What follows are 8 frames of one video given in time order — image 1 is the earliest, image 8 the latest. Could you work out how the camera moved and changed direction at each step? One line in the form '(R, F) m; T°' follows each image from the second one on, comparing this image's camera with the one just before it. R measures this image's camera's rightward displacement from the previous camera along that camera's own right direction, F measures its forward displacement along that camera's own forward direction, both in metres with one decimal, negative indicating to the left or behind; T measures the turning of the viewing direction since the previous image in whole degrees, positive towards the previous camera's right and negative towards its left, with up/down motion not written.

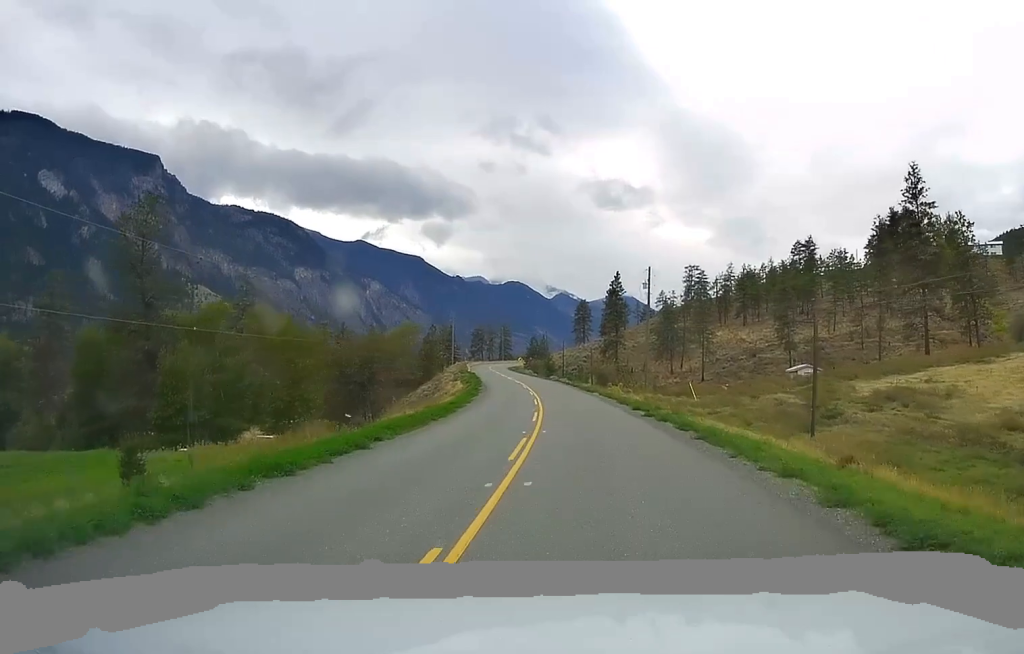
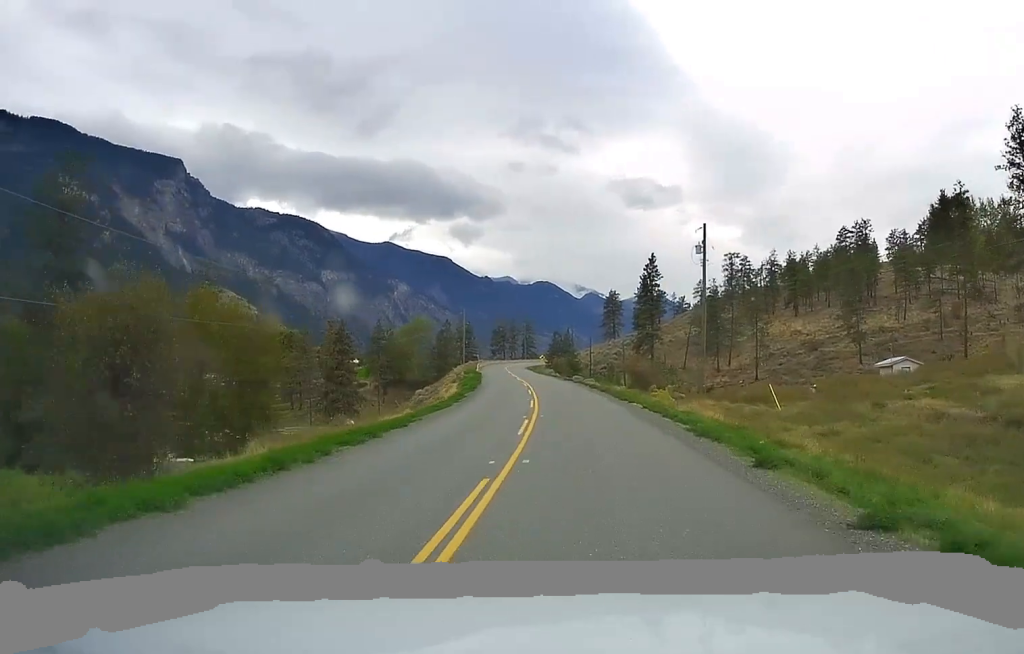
(+0.5, +21.6) m; -3°
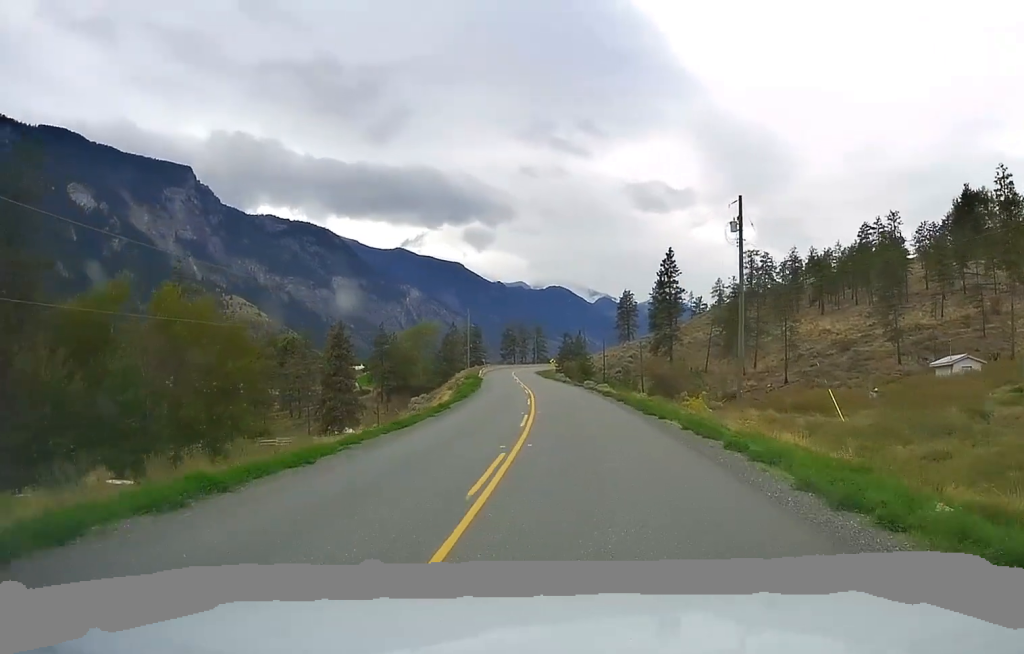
(-0.7, +9.7) m; -1°
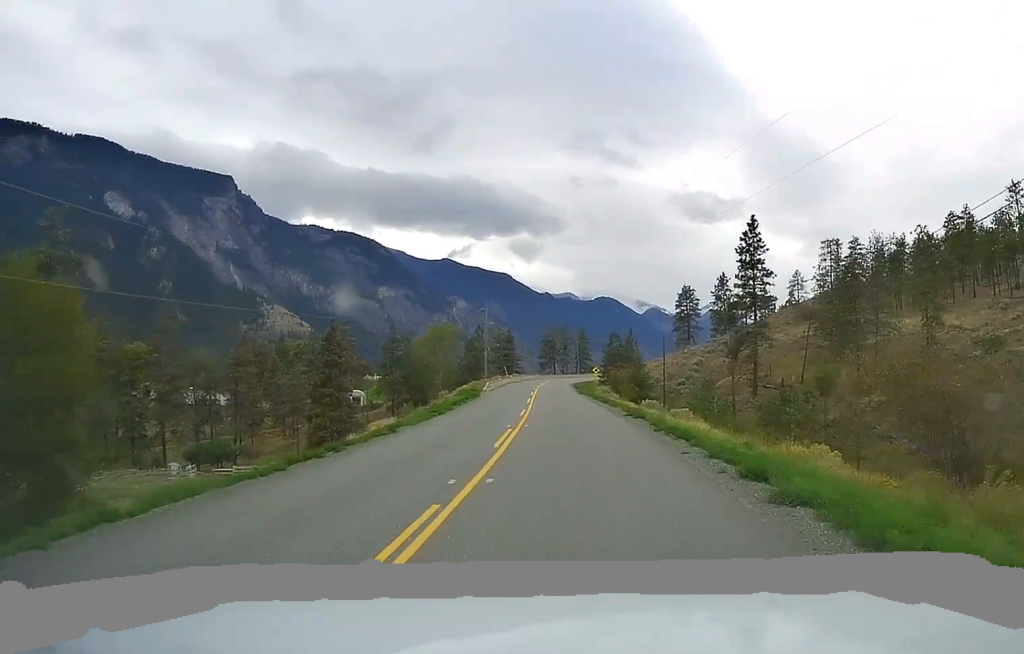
(-0.5, +31.7) m; -2°
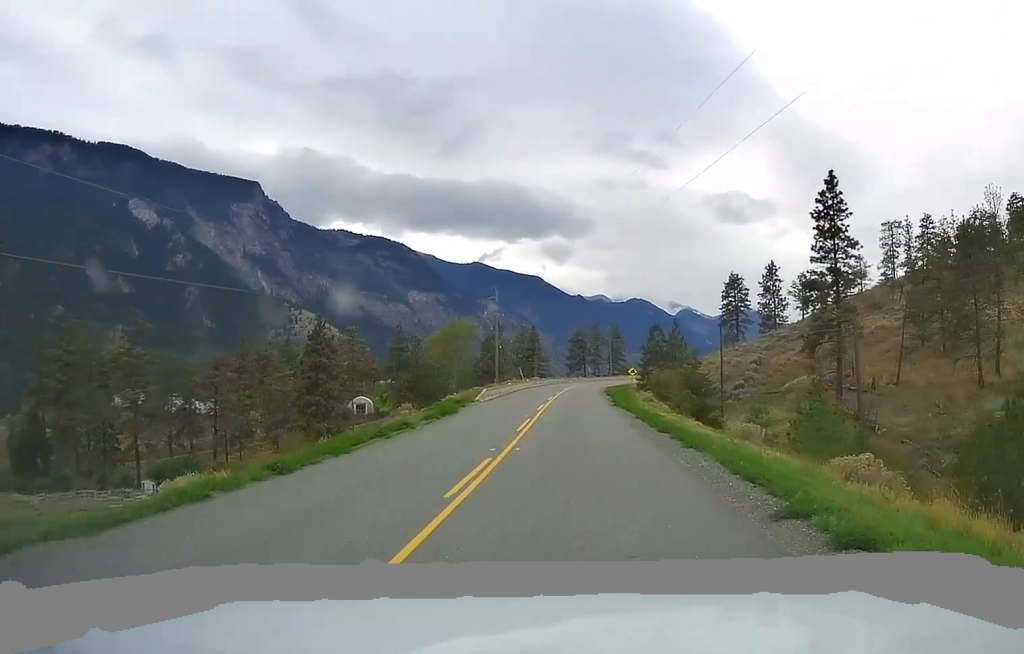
(-0.9, +20.0) m; -3°
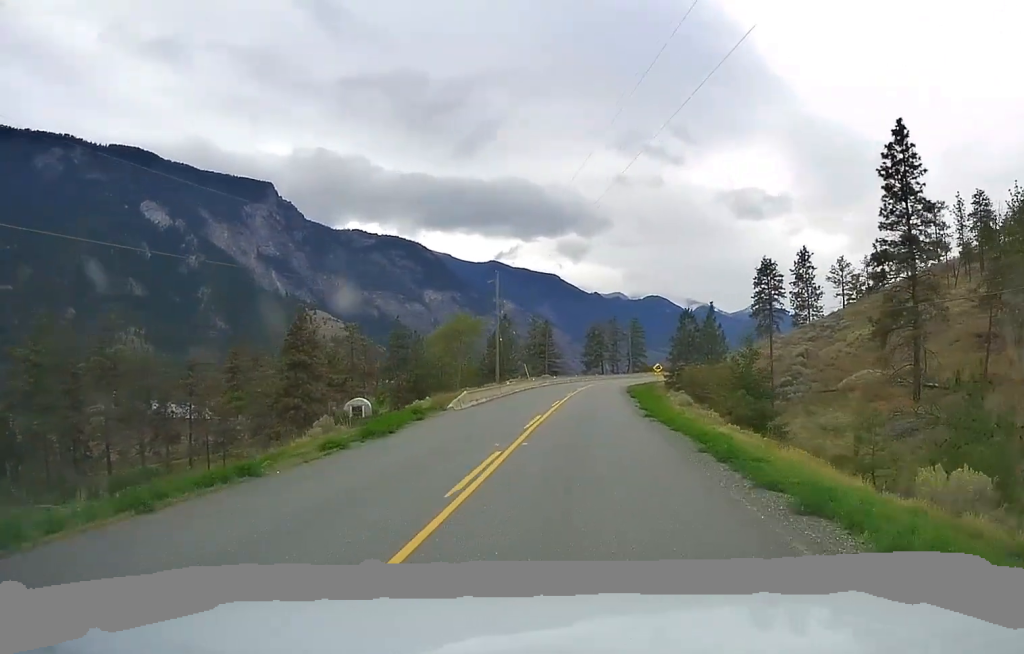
(-0.1, +13.8) m; 0°
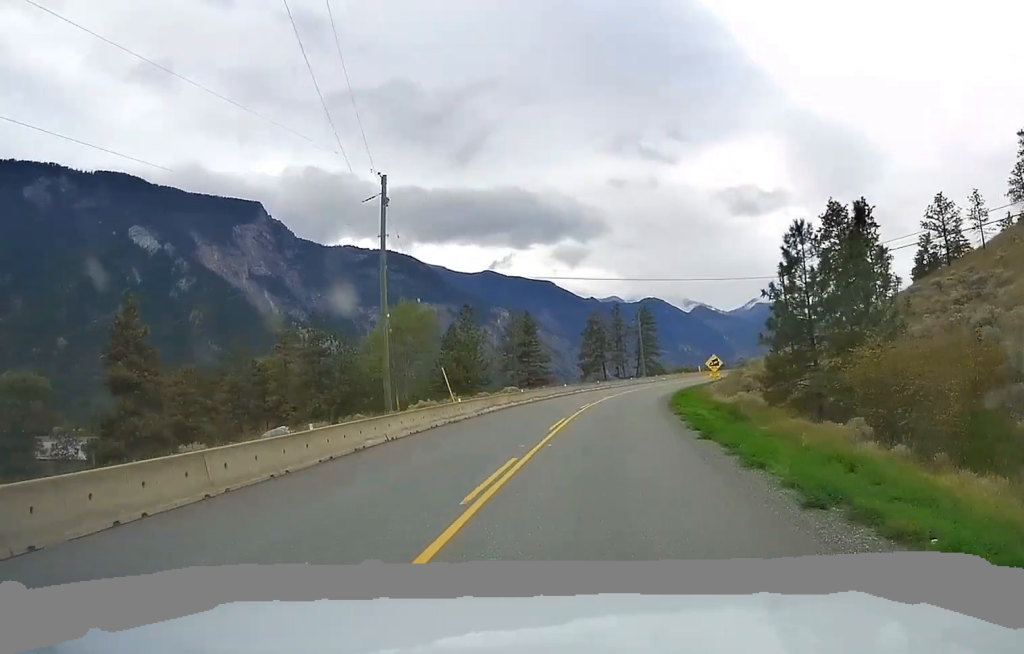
(-0.2, +39.0) m; -1°
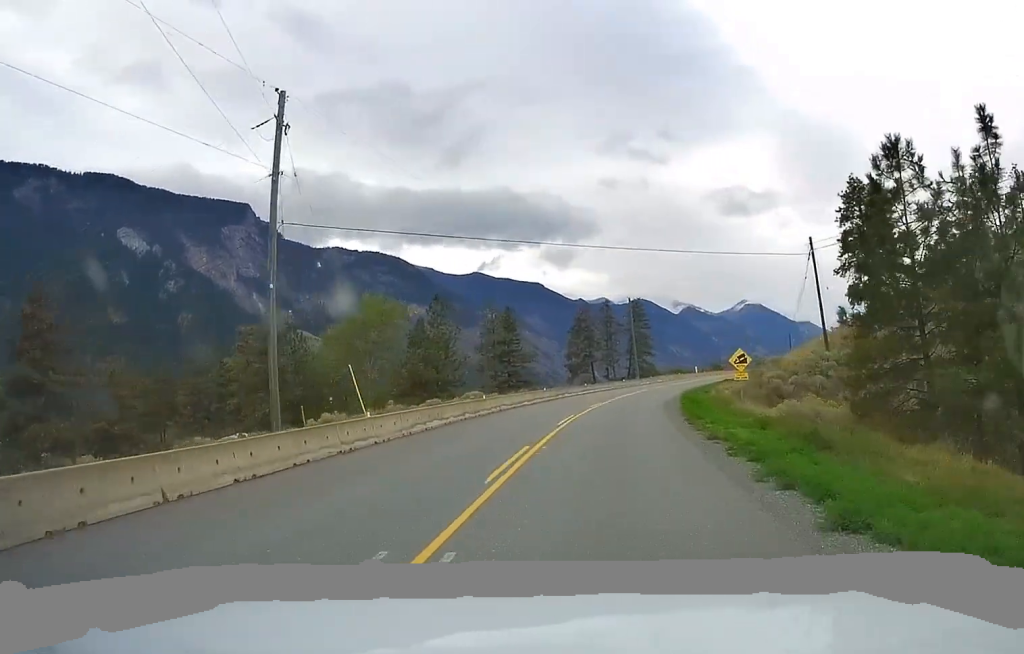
(-0.1, +11.2) m; 0°
